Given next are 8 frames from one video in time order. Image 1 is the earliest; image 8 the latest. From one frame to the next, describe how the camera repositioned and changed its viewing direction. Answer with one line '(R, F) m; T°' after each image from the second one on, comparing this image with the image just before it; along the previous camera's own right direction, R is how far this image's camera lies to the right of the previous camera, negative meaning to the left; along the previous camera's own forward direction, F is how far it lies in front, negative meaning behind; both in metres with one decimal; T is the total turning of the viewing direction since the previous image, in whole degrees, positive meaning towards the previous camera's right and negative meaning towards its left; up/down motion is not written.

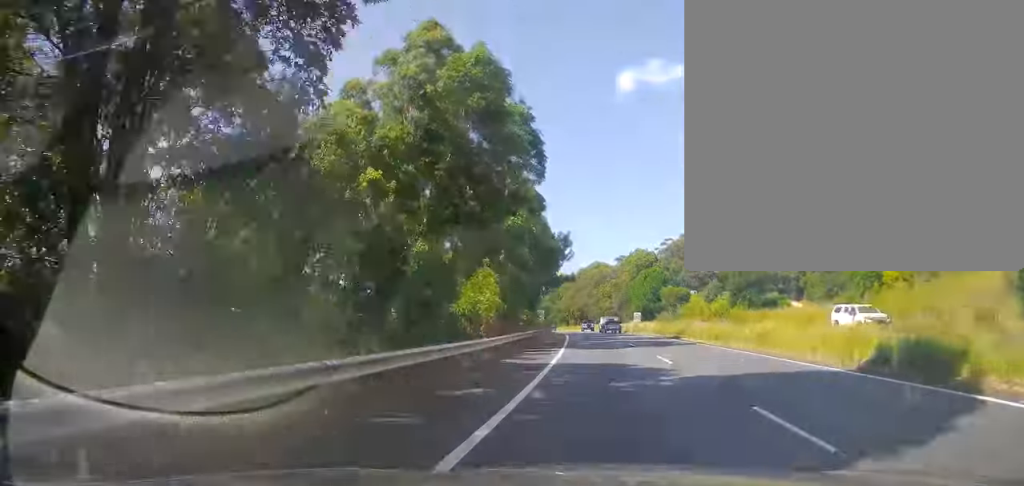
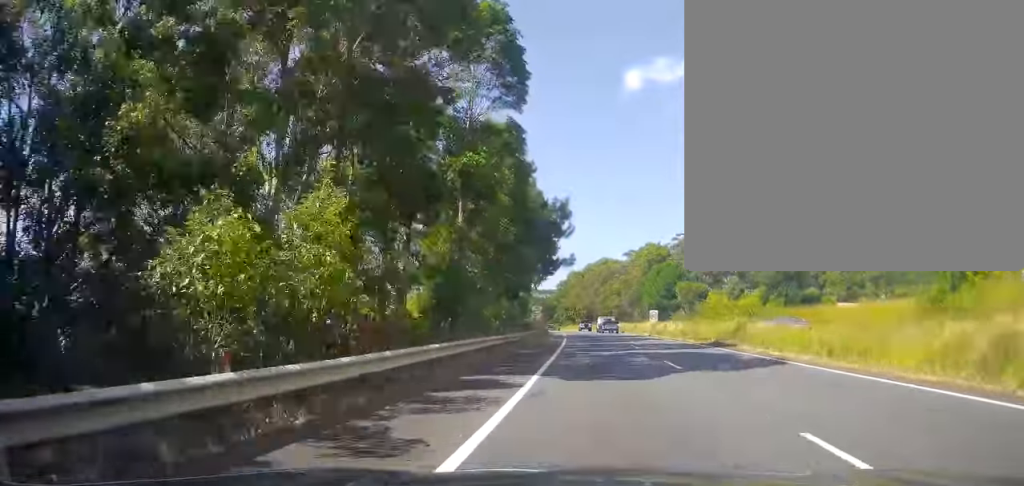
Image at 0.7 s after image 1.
(+0.2, +14.0) m; 0°
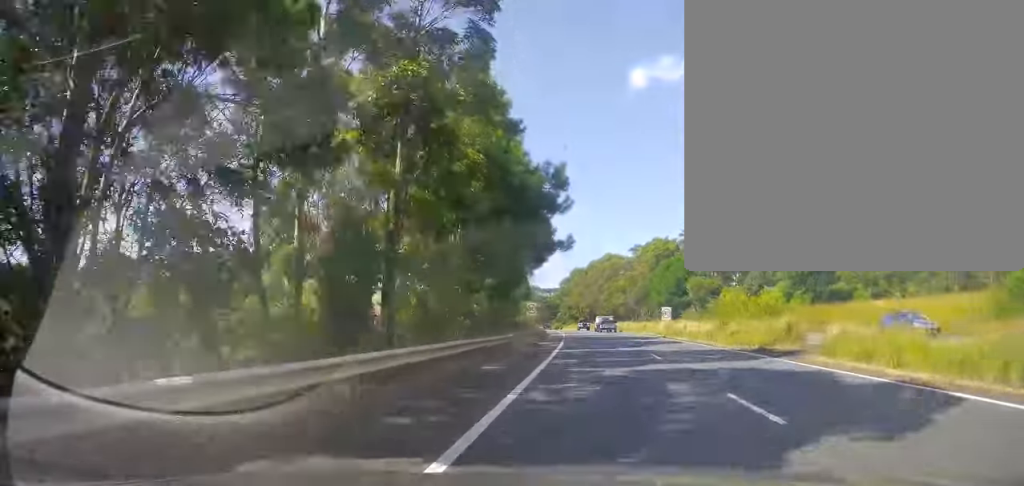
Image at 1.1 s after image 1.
(+0.3, +8.3) m; -1°
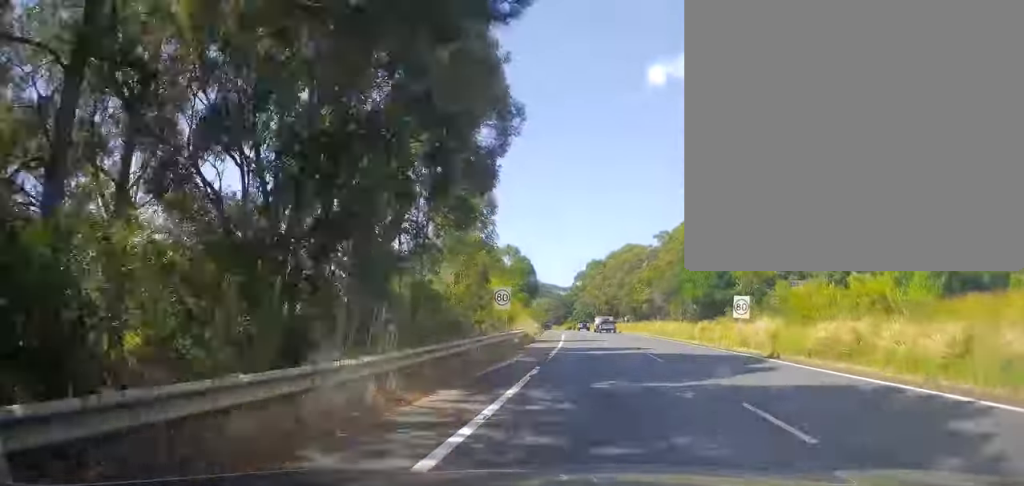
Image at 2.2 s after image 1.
(-0.8, +24.3) m; -3°
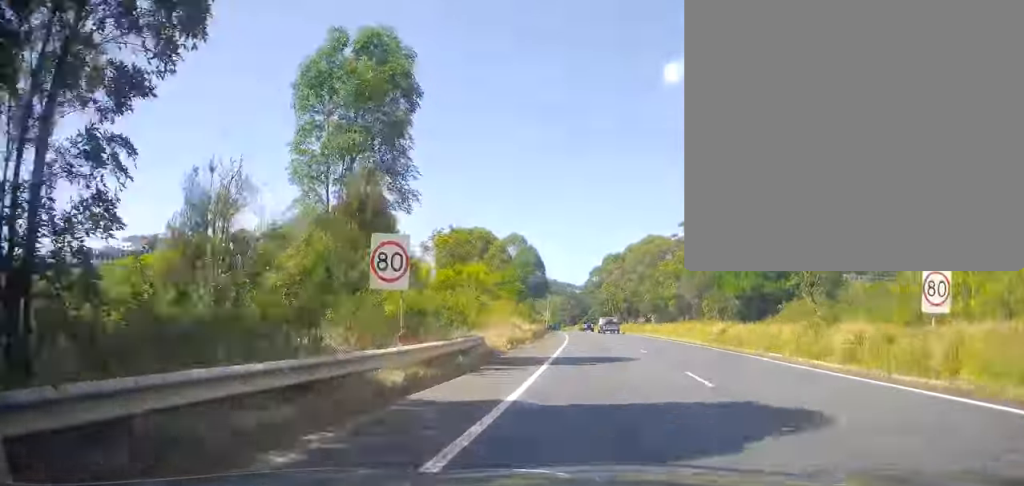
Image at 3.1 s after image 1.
(-0.1, +18.4) m; 0°
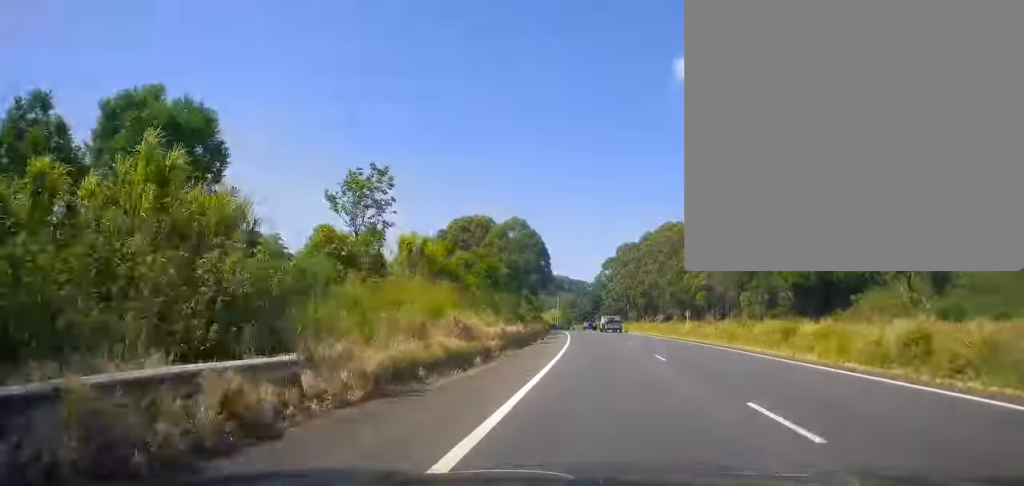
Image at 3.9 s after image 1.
(0.0, +17.1) m; +1°
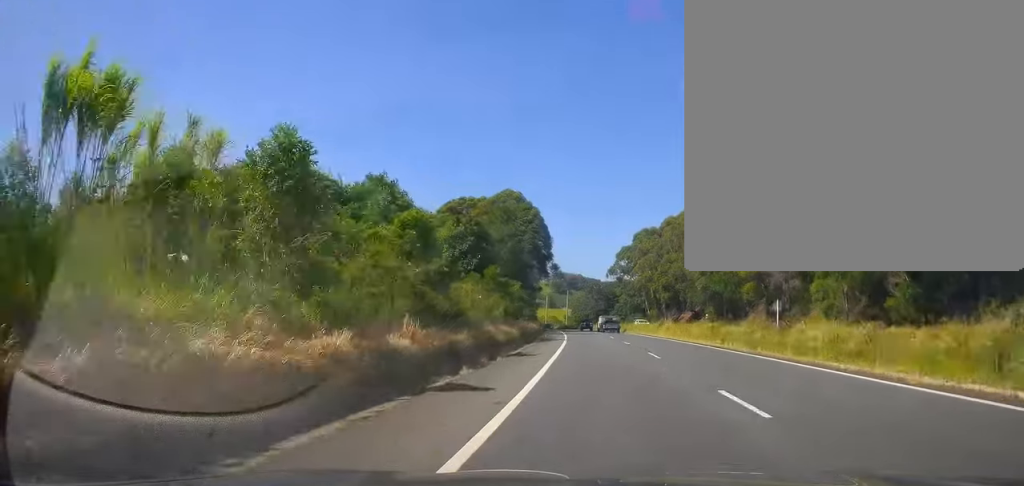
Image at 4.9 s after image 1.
(+0.3, +22.4) m; -1°
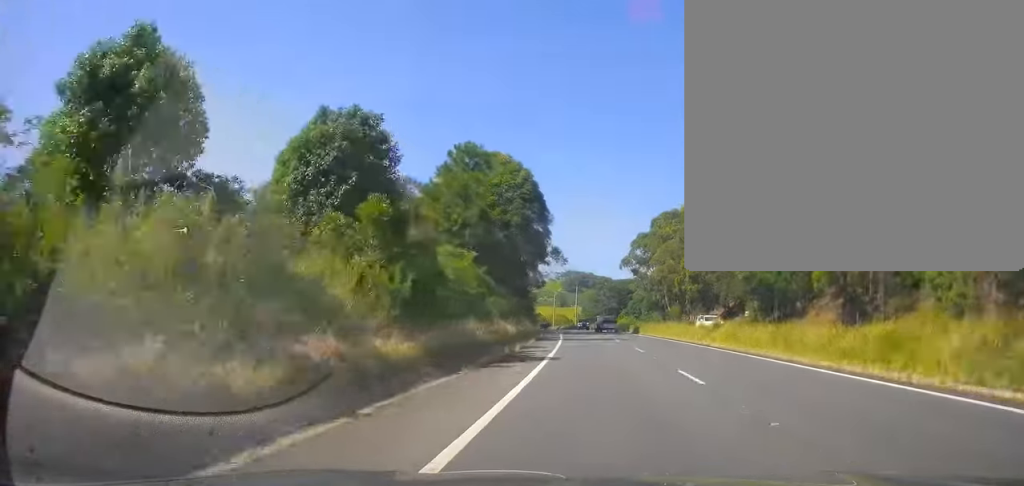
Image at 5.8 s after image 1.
(-0.4, +19.7) m; -2°
